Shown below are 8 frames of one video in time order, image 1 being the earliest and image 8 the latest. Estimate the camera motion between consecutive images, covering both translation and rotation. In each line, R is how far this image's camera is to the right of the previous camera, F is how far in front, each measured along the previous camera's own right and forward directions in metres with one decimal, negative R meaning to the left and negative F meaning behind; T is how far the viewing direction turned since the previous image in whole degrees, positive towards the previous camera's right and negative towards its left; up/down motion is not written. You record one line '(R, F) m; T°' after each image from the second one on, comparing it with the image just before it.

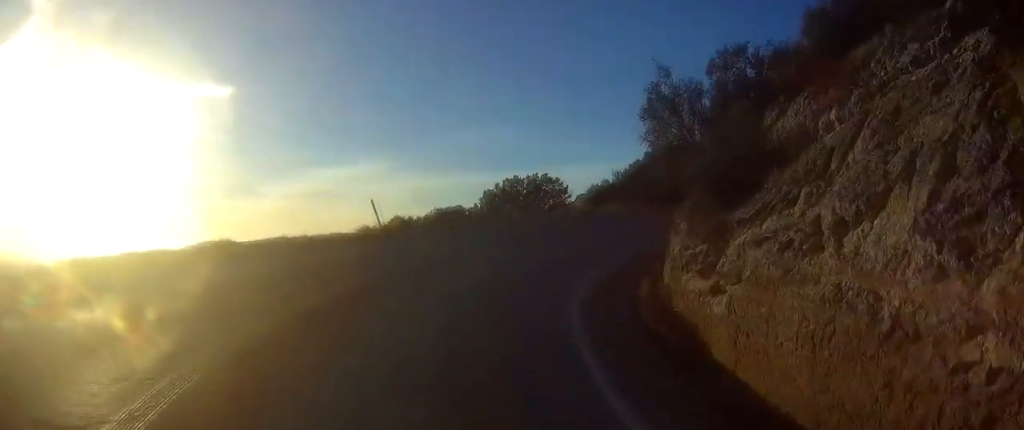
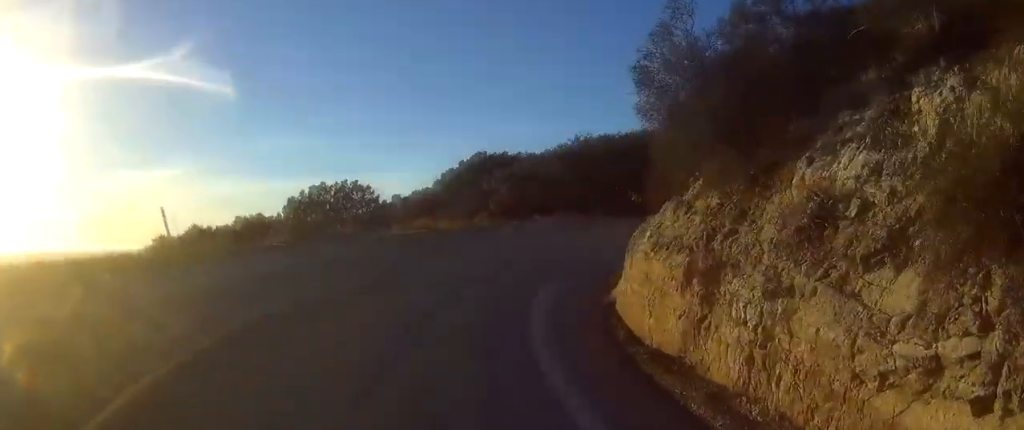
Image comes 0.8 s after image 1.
(+0.6, +6.6) m; +11°
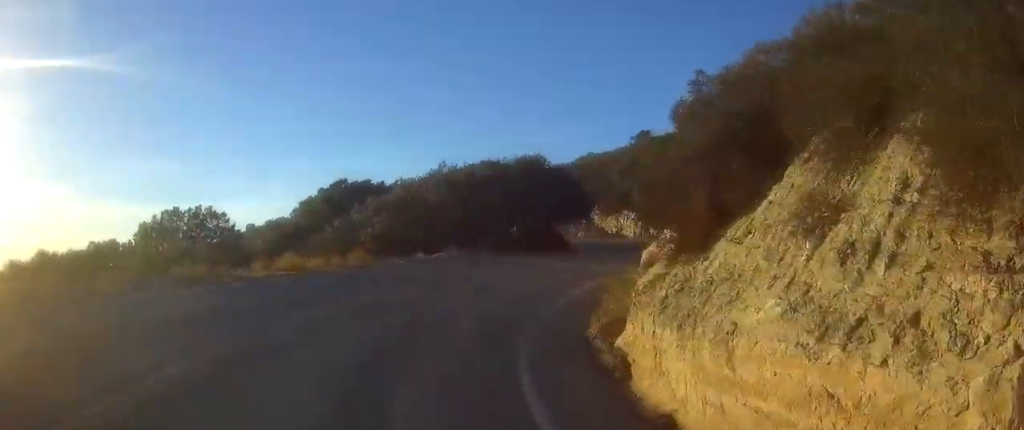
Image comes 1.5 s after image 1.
(-0.2, +5.8) m; +12°
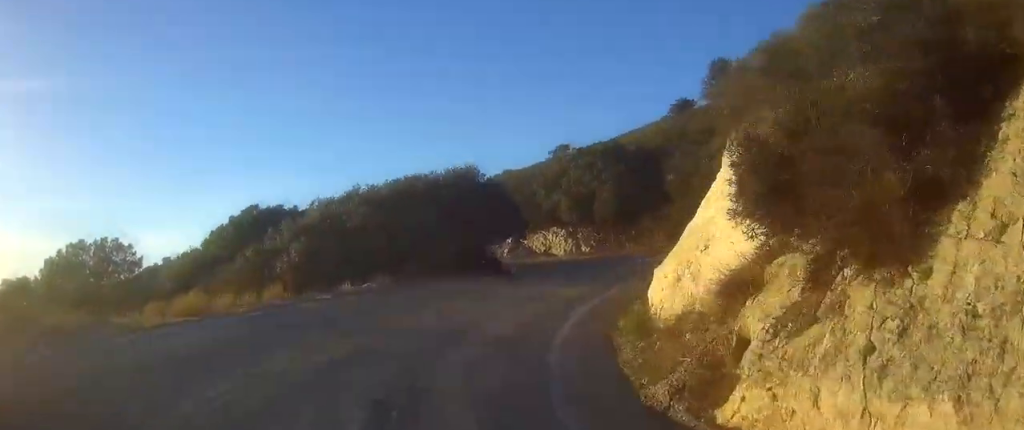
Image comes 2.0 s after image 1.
(+1.1, +4.2) m; +12°
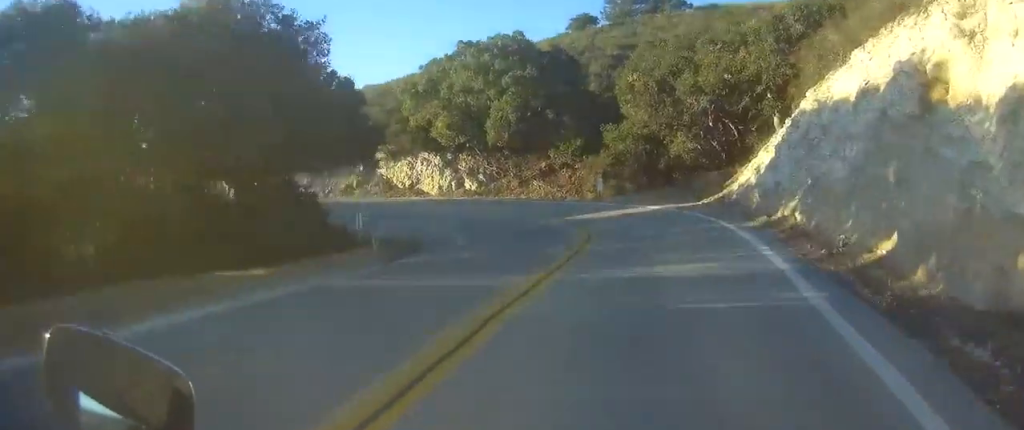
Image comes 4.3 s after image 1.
(+6.1, +18.4) m; +38°
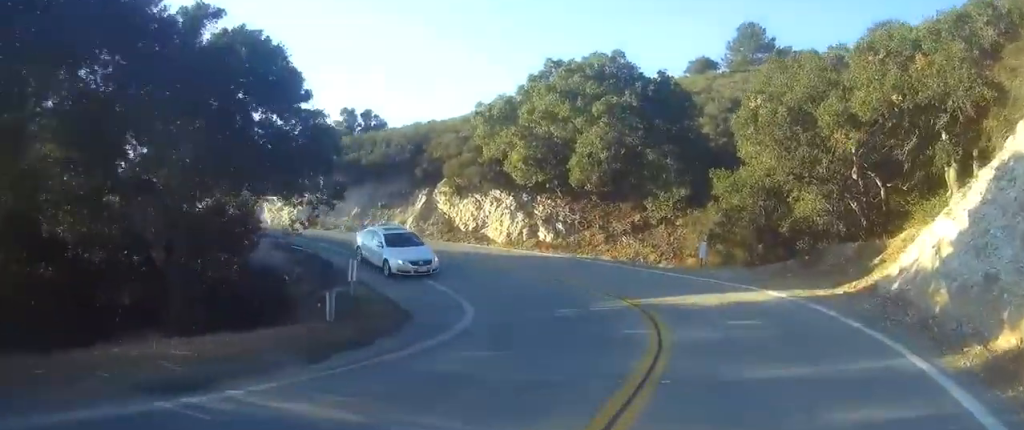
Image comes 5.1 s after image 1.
(+1.3, +8.5) m; +2°
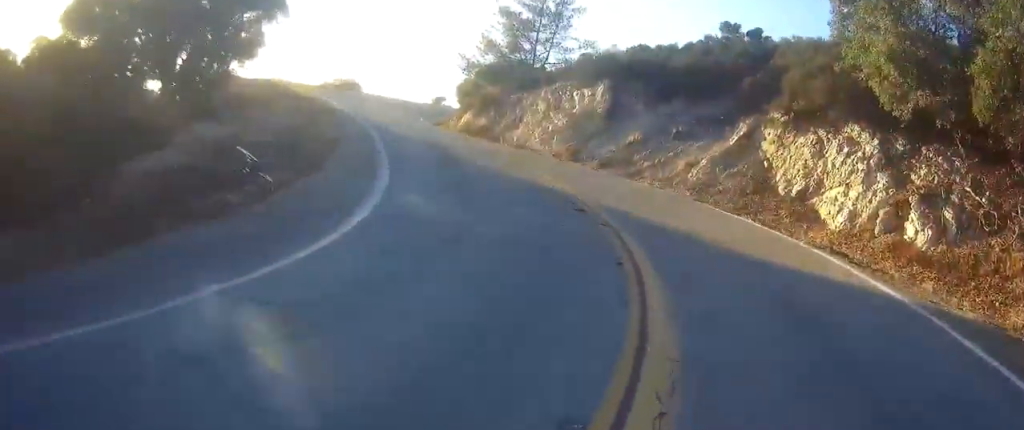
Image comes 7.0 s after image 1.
(-4.8, +17.8) m; -34°
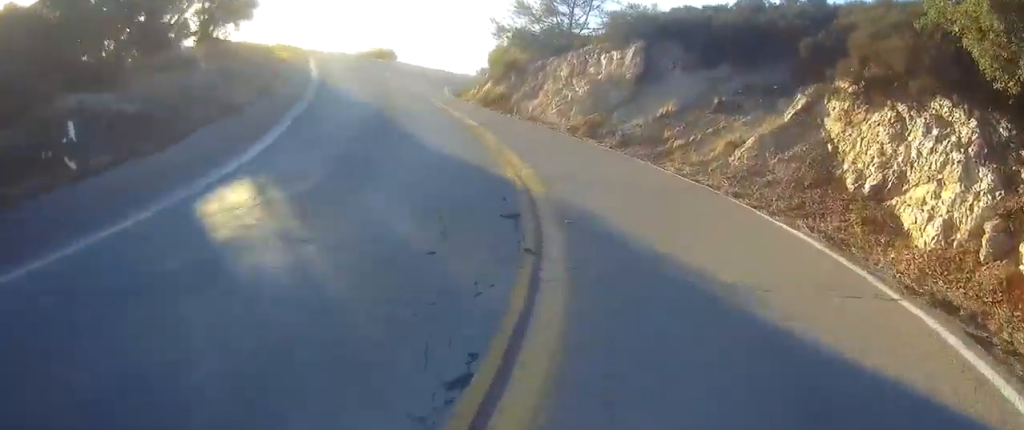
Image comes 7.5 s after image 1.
(-0.5, +4.4) m; -8°
